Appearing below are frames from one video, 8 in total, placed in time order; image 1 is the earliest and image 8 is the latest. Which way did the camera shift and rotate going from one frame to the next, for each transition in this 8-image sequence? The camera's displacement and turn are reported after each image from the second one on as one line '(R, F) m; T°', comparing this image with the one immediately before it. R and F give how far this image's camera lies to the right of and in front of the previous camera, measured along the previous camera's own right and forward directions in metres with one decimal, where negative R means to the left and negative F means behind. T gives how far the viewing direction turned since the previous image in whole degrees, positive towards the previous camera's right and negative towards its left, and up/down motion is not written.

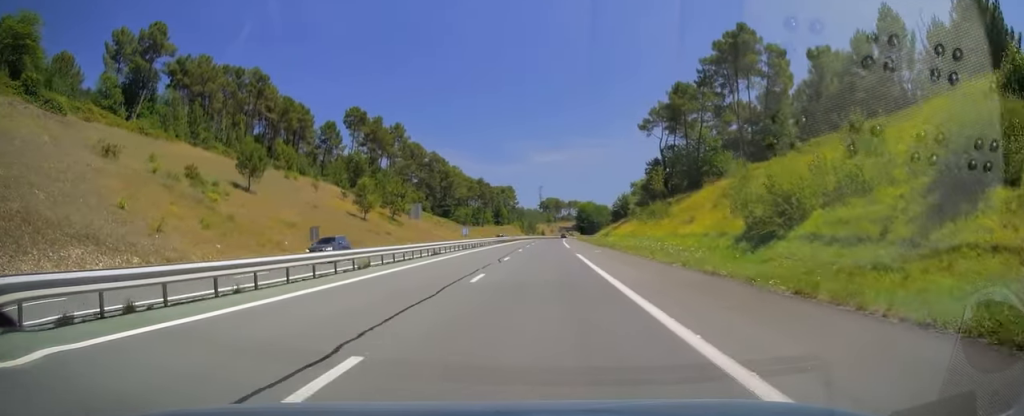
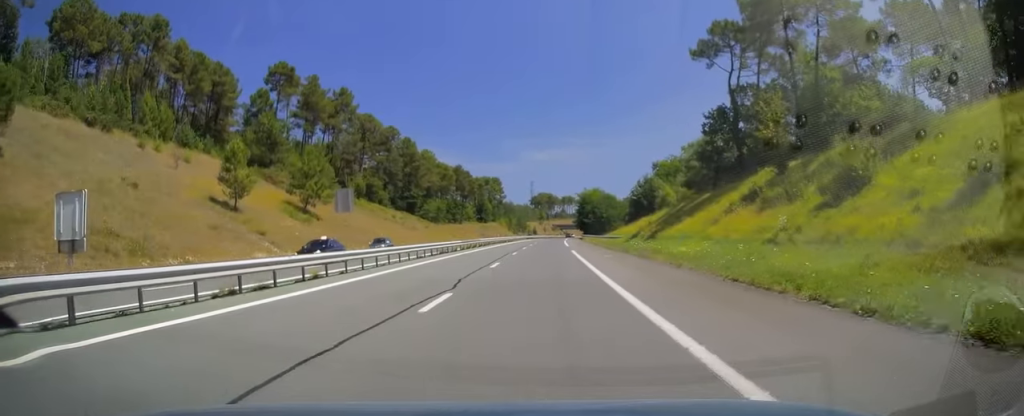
(+0.1, +44.7) m; 0°
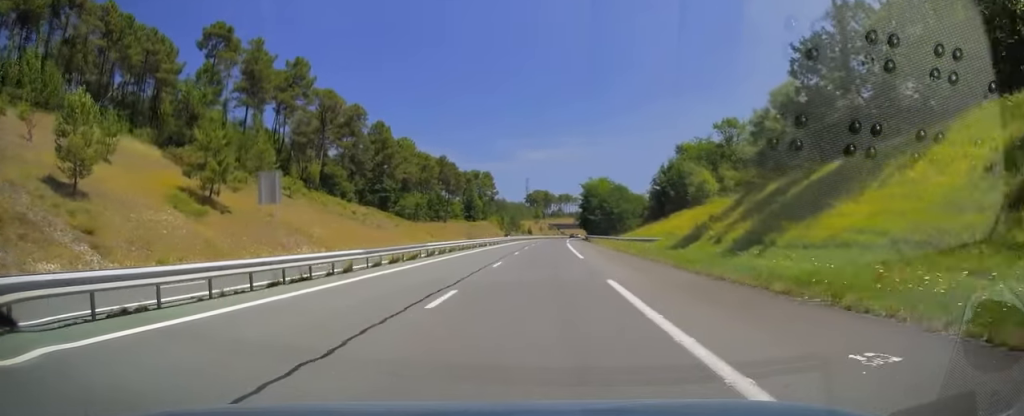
(0.0, +25.4) m; 0°
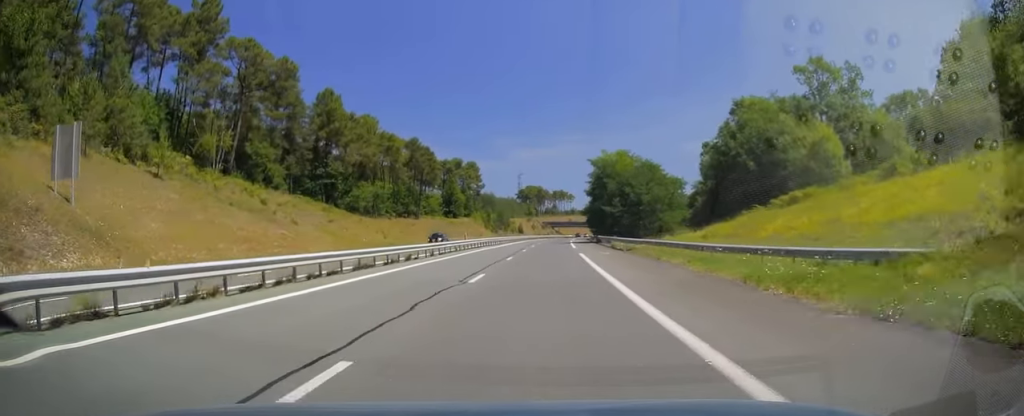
(+0.1, +33.4) m; +1°
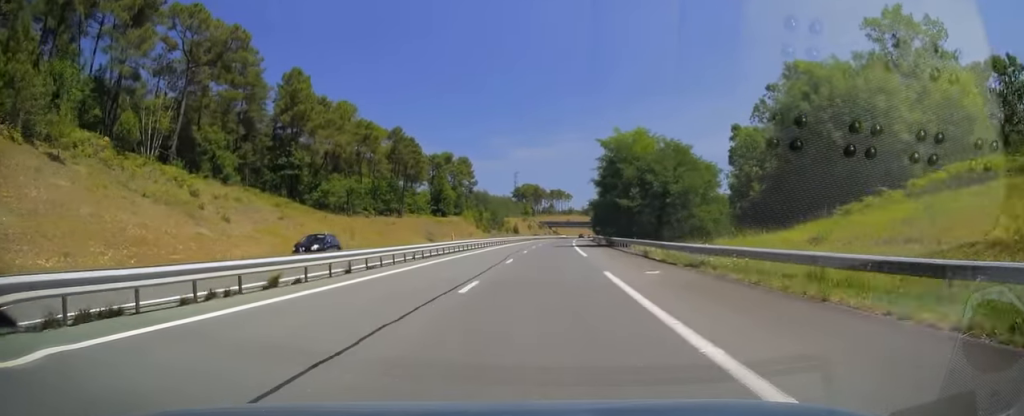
(+0.2, +15.4) m; +1°
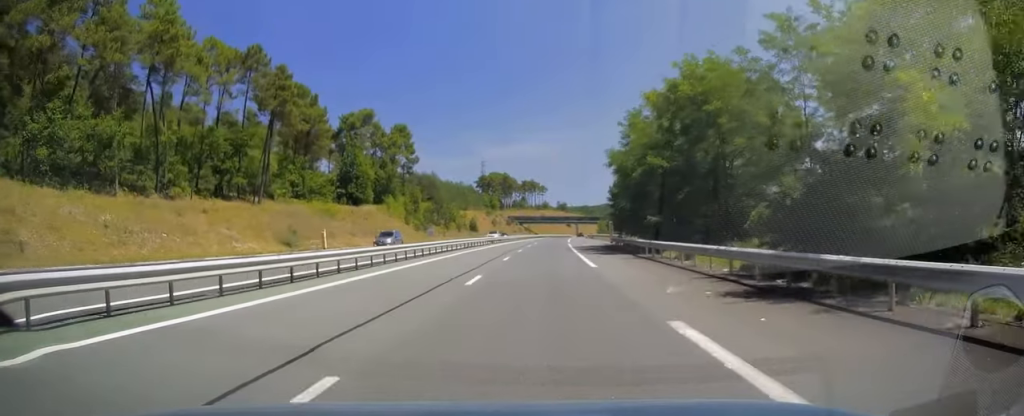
(+1.3, +62.7) m; +2°
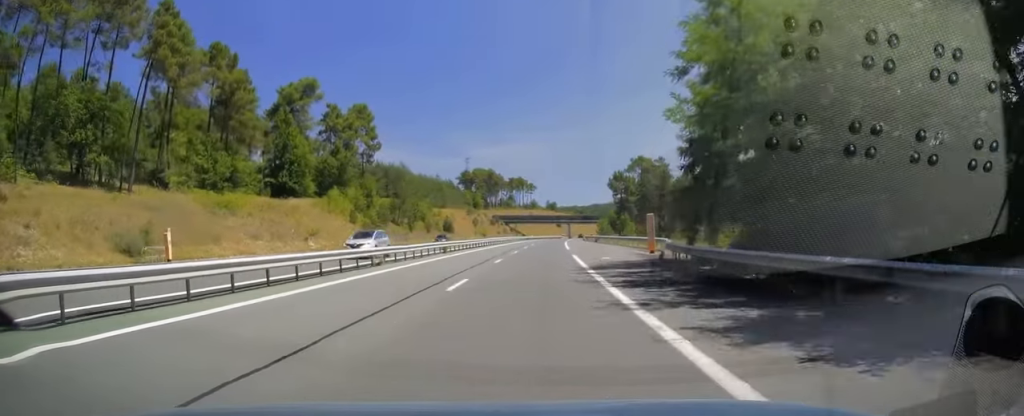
(+0.2, +26.8) m; +1°
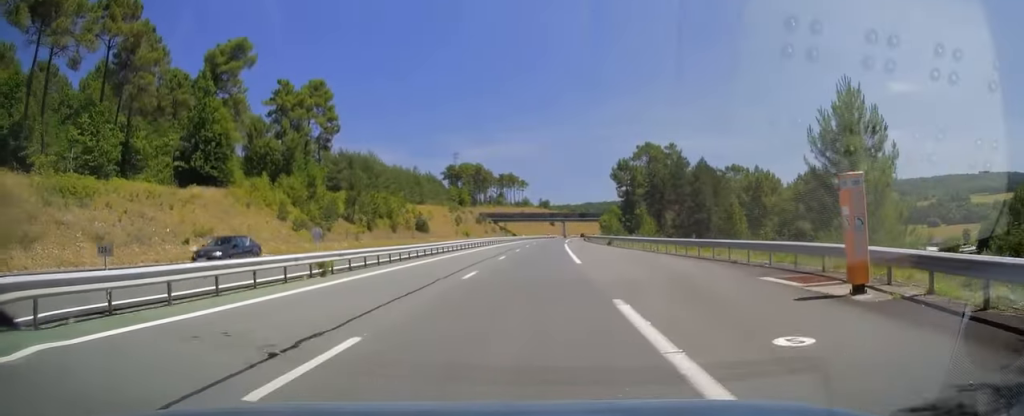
(0.0, +22.4) m; 0°
